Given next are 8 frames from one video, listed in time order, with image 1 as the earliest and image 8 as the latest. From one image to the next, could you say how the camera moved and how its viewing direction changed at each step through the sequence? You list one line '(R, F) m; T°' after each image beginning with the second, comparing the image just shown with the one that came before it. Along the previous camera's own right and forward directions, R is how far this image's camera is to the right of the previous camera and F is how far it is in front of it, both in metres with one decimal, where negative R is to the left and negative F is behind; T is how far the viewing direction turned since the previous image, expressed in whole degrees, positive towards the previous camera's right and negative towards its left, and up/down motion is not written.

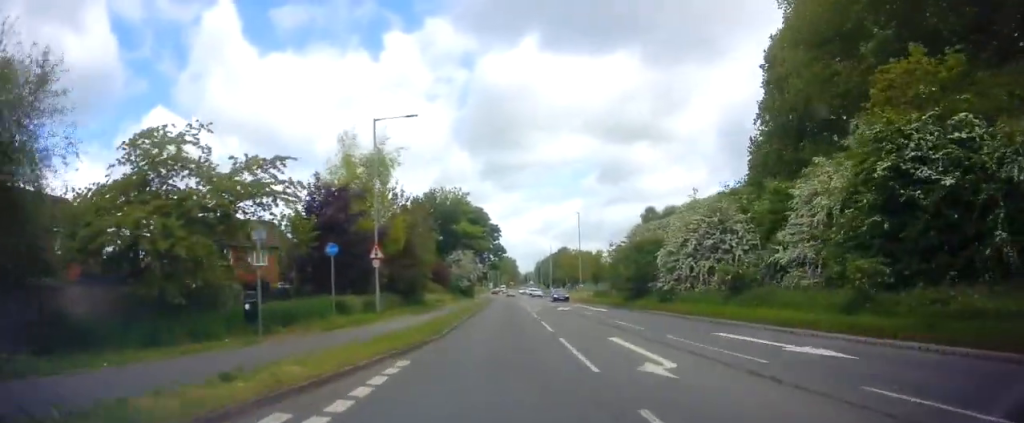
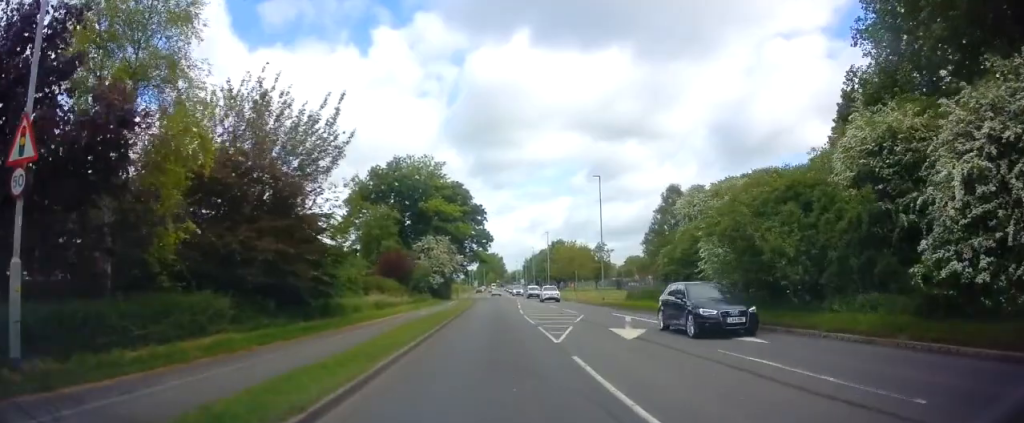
(+0.4, +22.4) m; +1°
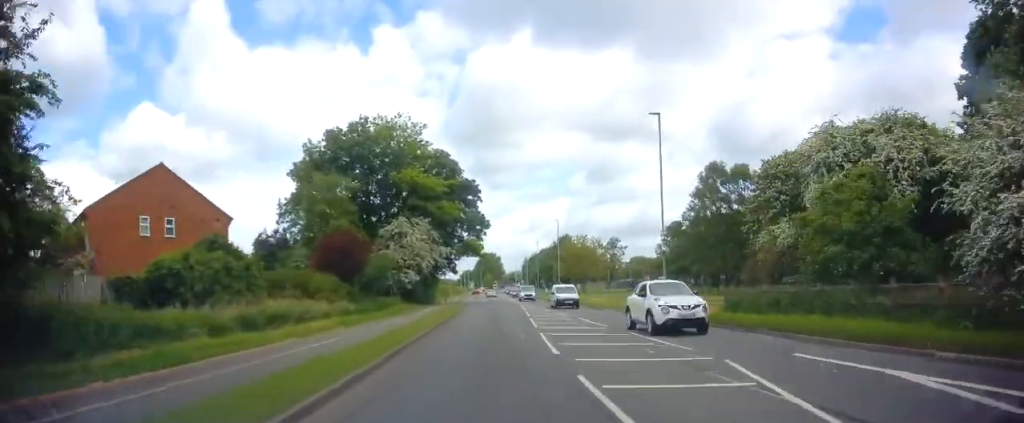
(-0.1, +18.3) m; 0°
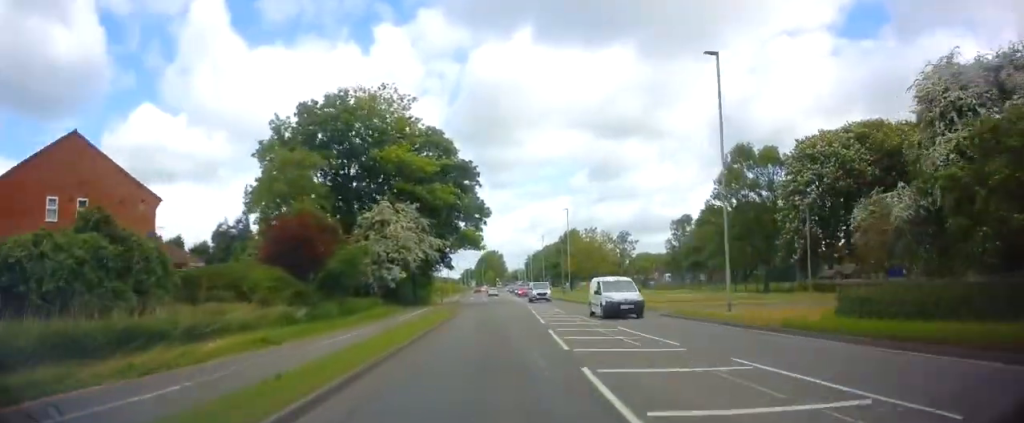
(+0.1, +8.2) m; 0°
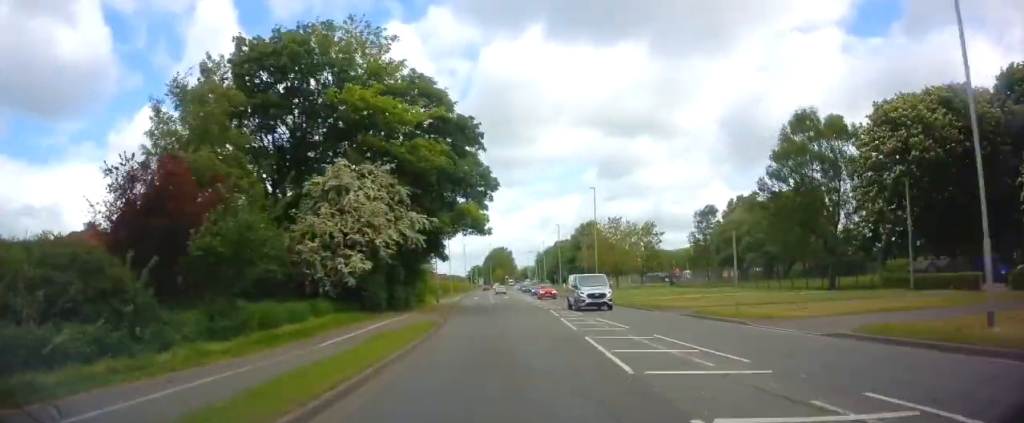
(0.0, +12.9) m; -1°
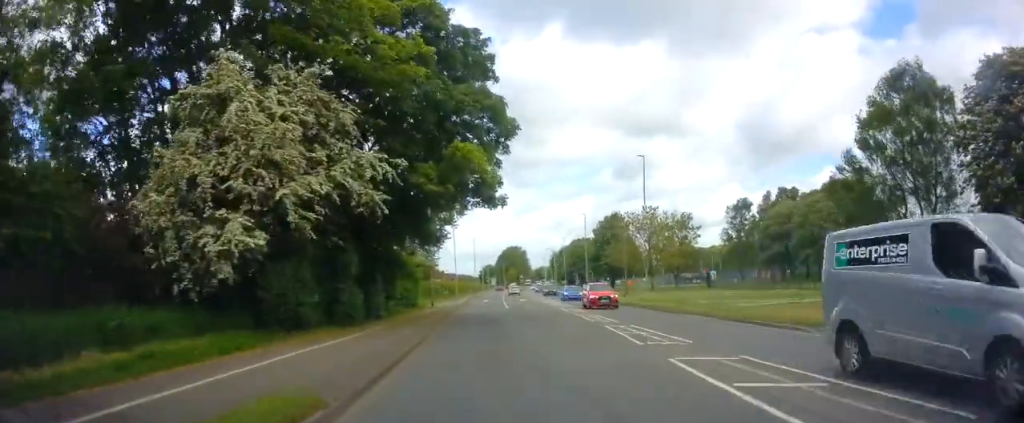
(-0.2, +13.2) m; -1°
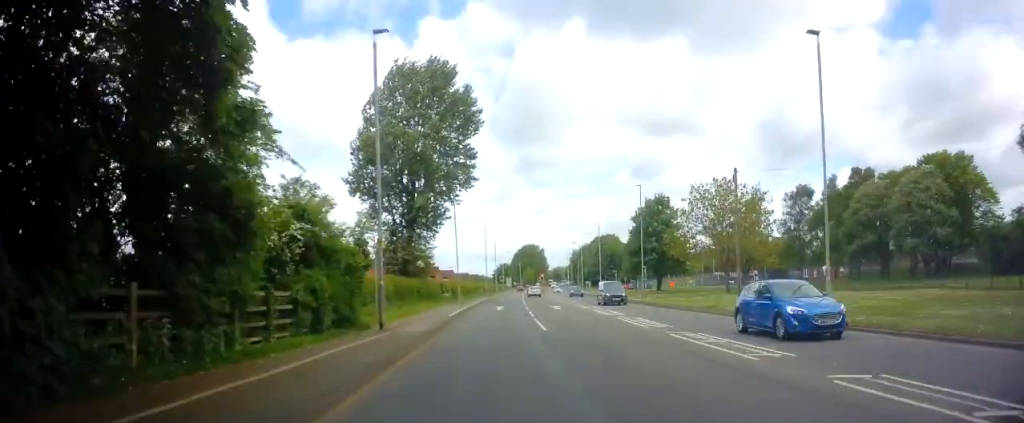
(-0.1, +20.8) m; -1°
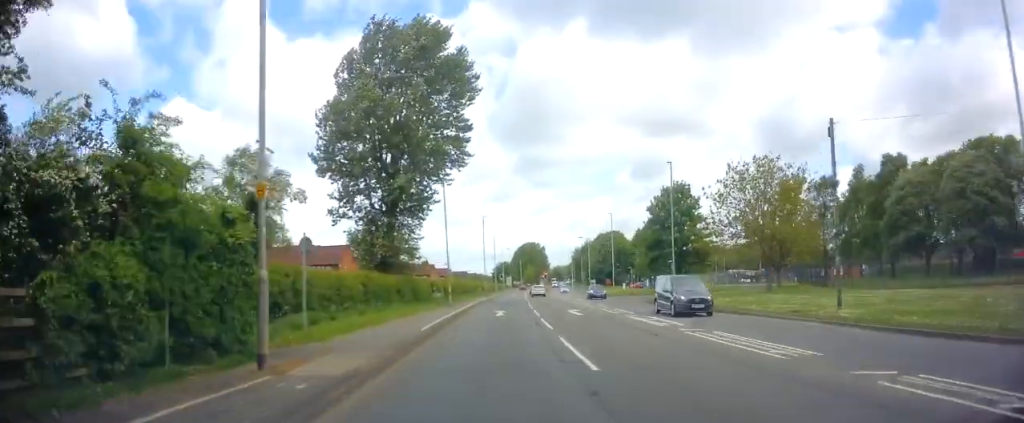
(0.0, +9.2) m; 0°
